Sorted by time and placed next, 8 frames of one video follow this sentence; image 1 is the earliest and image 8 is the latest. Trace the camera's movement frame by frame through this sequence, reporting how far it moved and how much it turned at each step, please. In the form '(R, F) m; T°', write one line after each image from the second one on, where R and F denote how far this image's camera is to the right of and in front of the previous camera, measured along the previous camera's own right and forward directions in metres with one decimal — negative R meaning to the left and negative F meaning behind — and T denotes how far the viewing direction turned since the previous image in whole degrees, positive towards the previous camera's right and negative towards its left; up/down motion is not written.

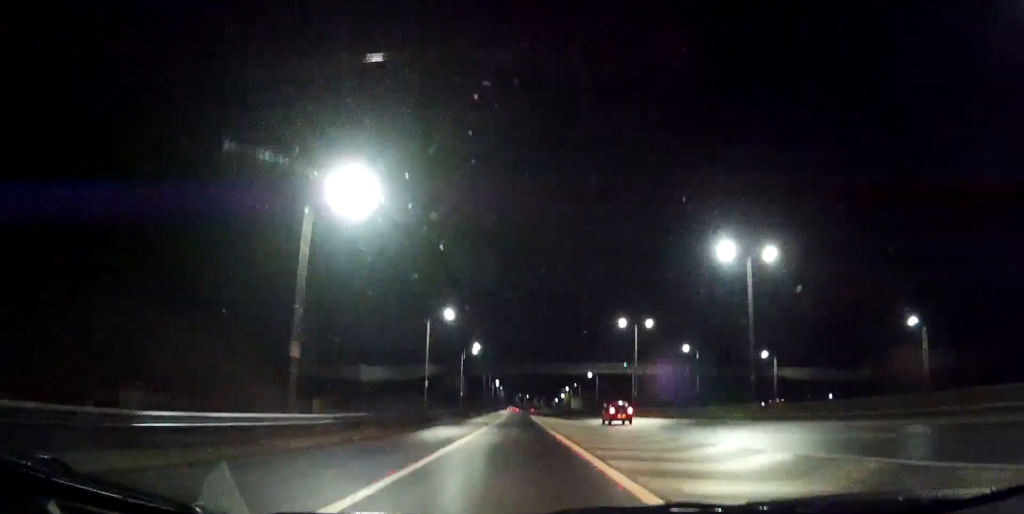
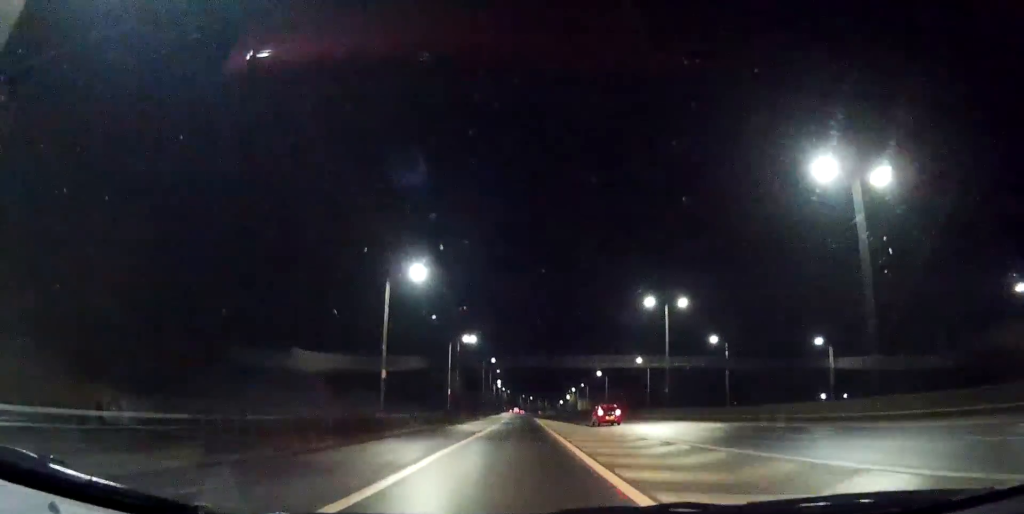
(0.0, +15.1) m; +1°
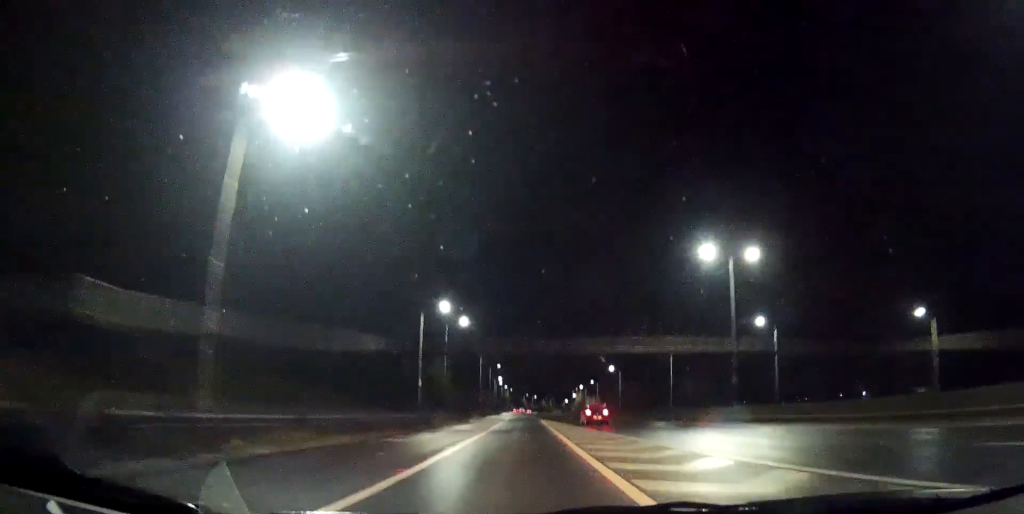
(+0.3, +18.7) m; 0°
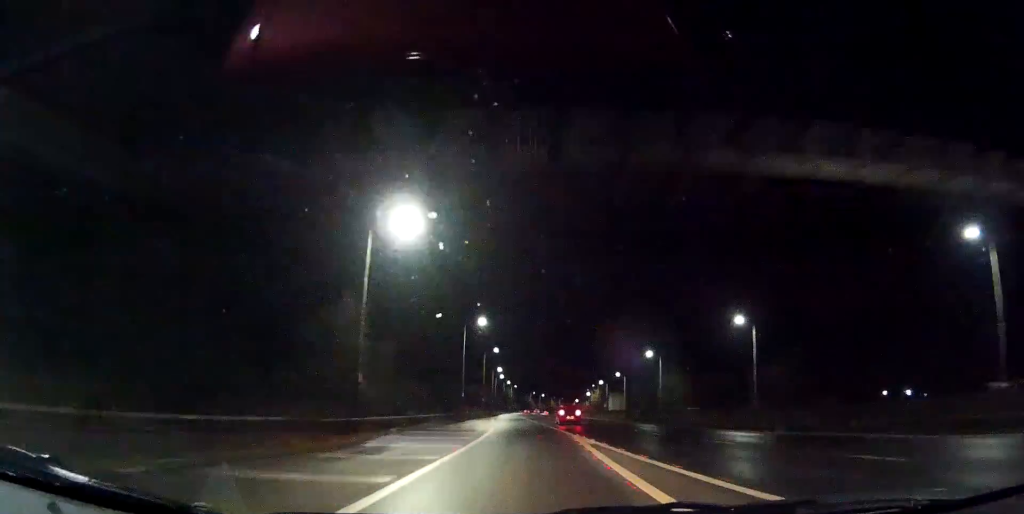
(-0.7, +41.7) m; -2°
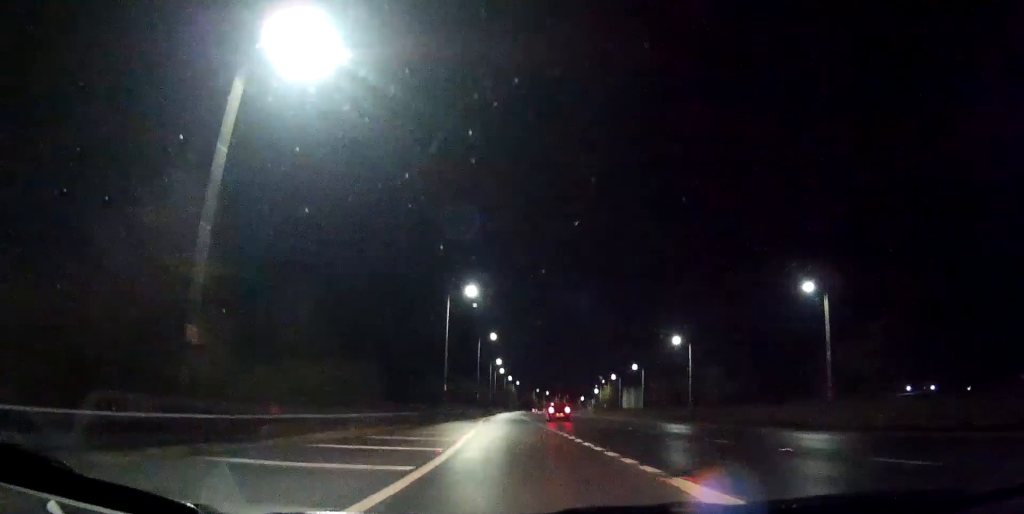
(0.0, +19.4) m; -1°
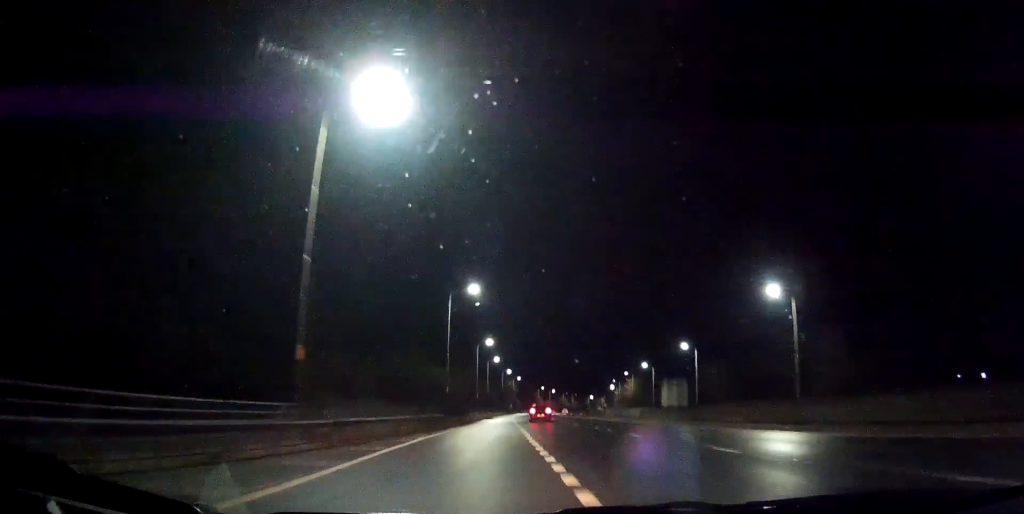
(-0.2, +38.9) m; 0°
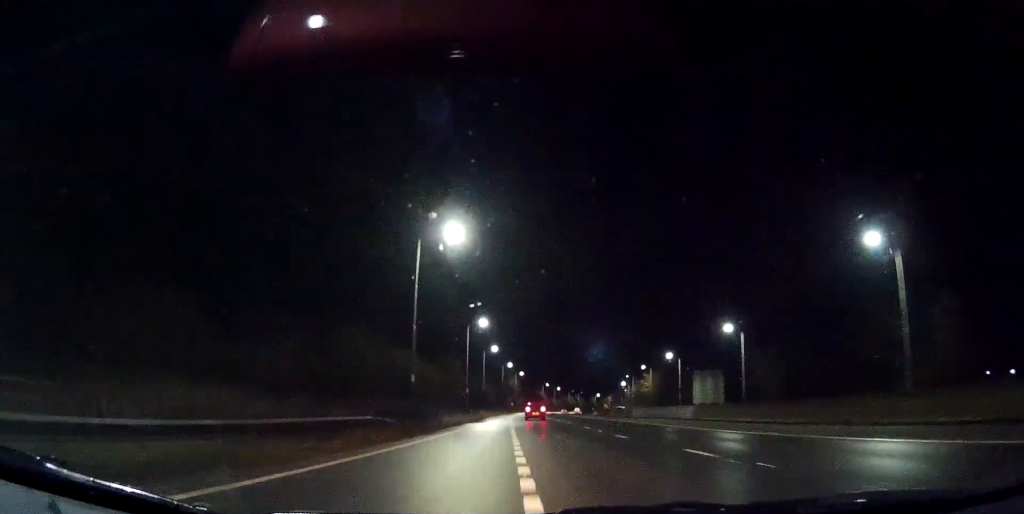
(0.0, +18.5) m; 0°
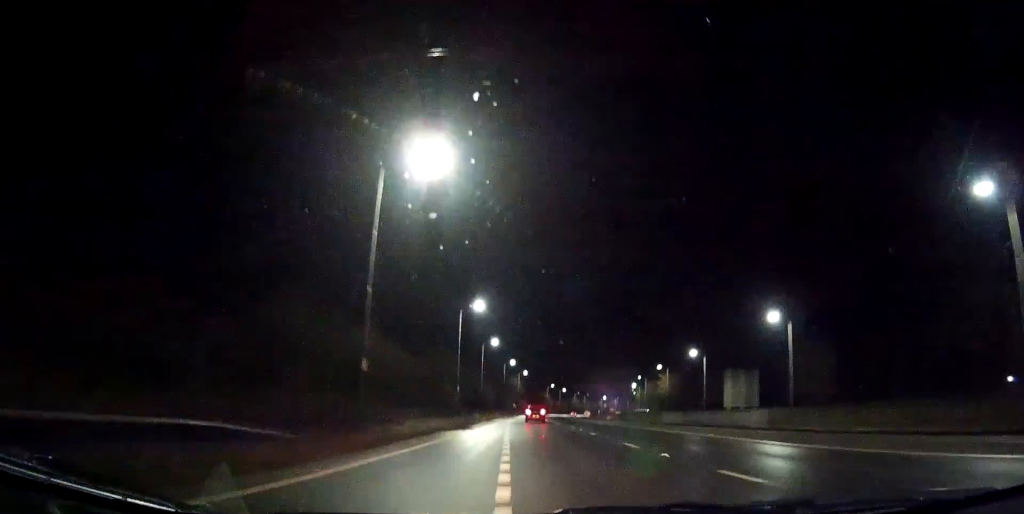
(-0.1, +12.4) m; 0°
